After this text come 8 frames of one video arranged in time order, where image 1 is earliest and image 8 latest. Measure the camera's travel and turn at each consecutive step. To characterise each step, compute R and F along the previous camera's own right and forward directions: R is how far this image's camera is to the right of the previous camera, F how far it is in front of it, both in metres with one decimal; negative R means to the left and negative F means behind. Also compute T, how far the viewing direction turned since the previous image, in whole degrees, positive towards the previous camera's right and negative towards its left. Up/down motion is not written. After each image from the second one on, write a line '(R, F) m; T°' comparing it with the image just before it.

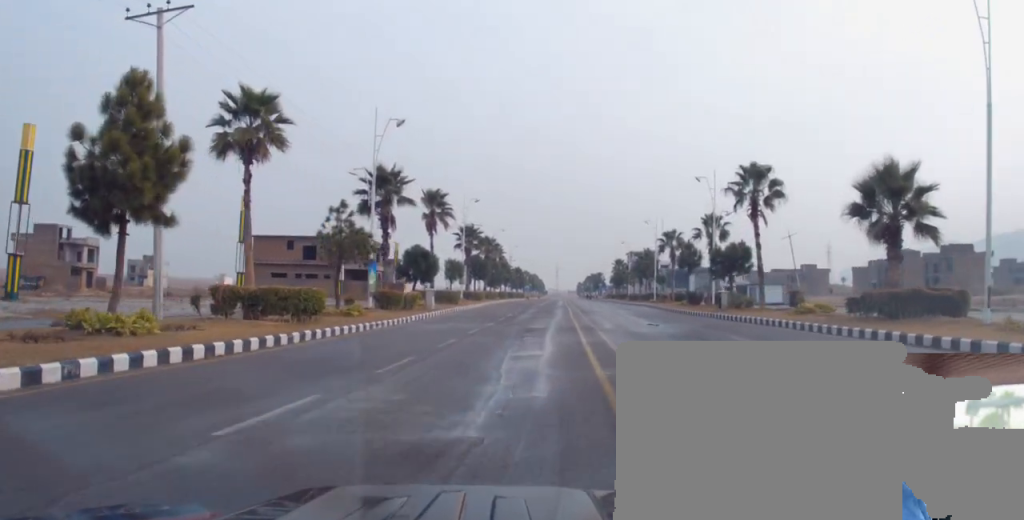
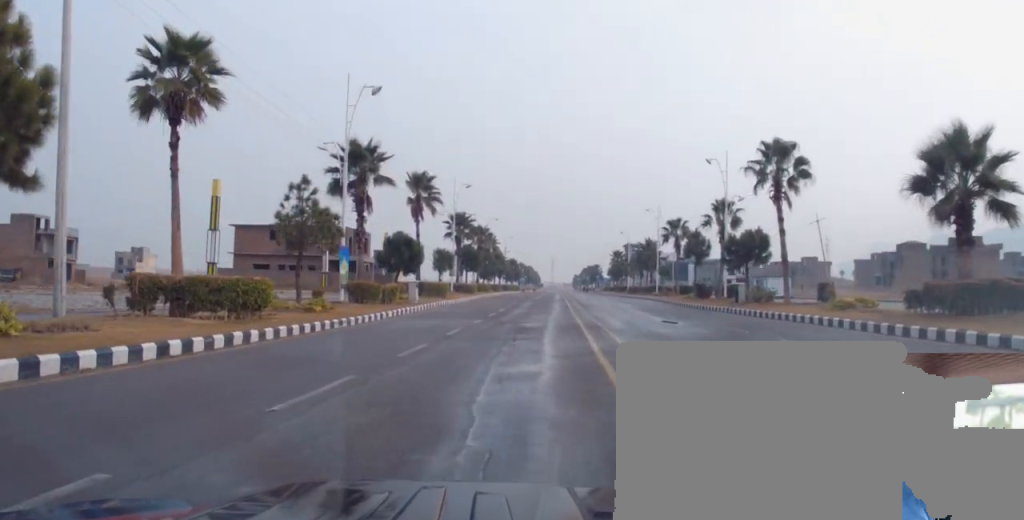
(0.0, +4.8) m; 0°
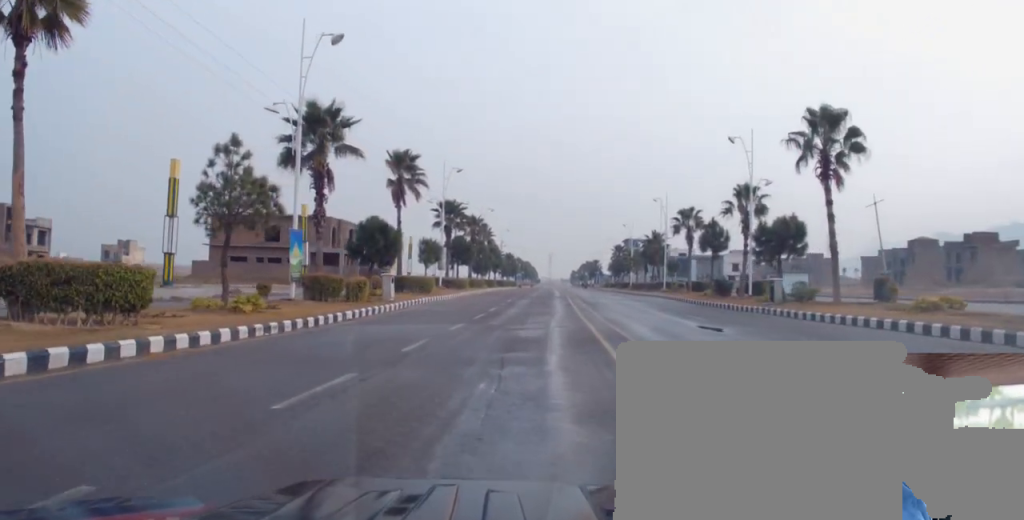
(+0.1, +6.7) m; +2°
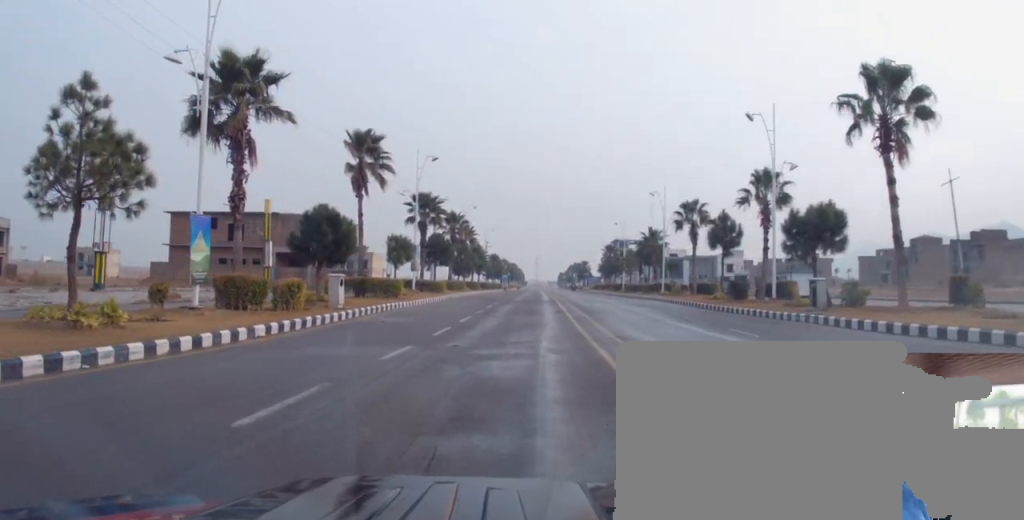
(+0.1, +6.8) m; +1°
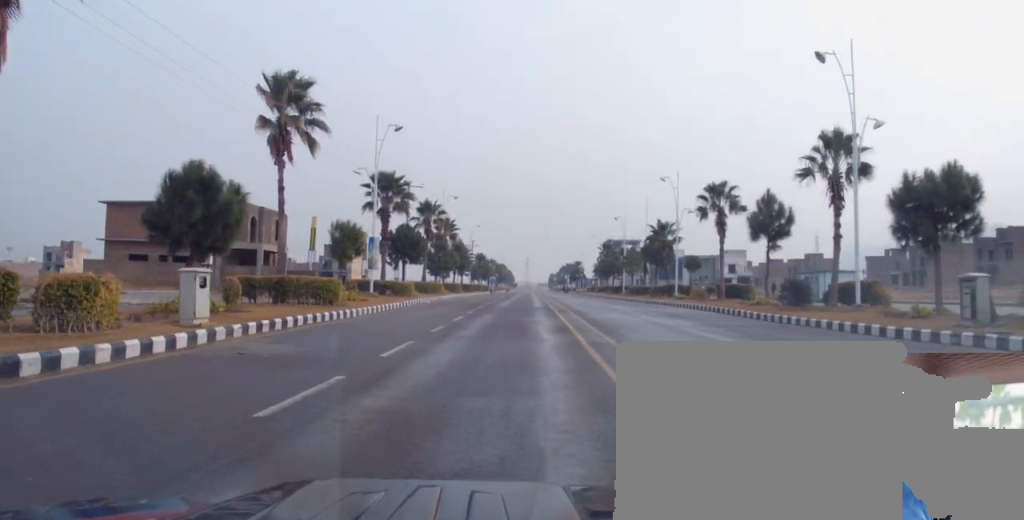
(+0.1, +11.3) m; -1°
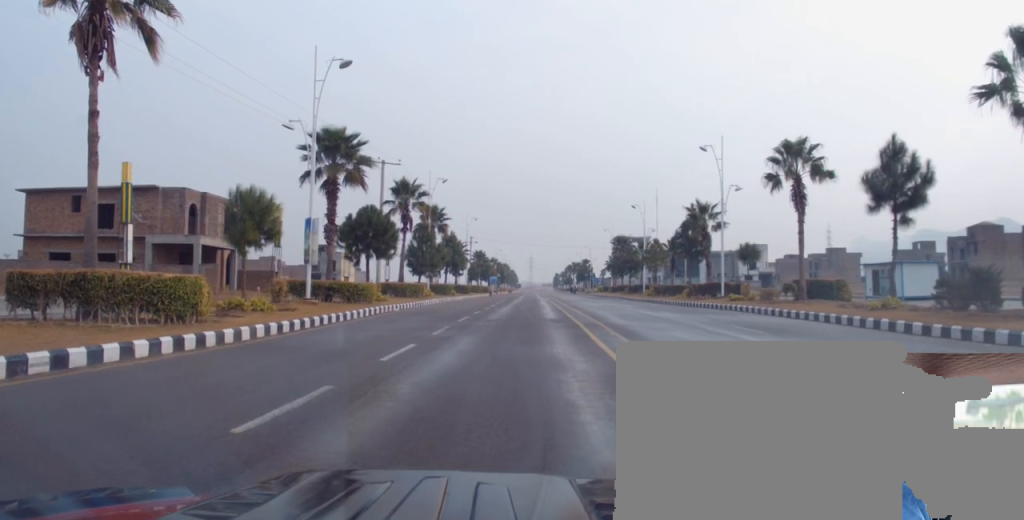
(-0.4, +13.1) m; -2°
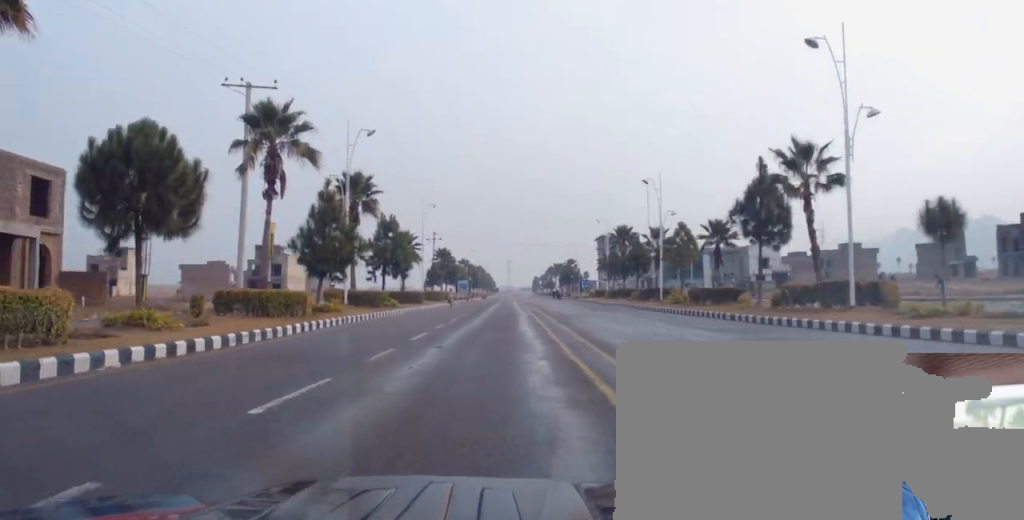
(+0.2, +22.3) m; +2°
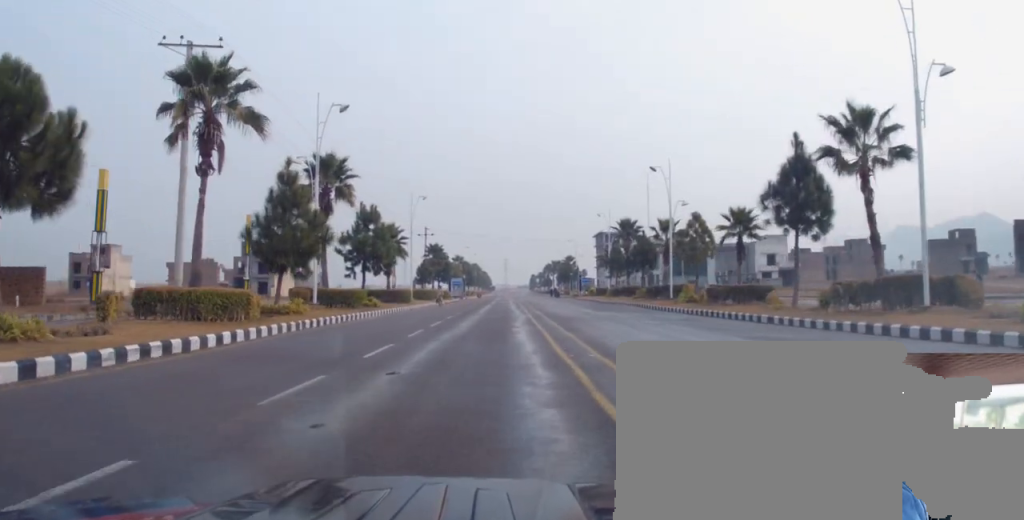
(0.0, +5.3) m; +1°
